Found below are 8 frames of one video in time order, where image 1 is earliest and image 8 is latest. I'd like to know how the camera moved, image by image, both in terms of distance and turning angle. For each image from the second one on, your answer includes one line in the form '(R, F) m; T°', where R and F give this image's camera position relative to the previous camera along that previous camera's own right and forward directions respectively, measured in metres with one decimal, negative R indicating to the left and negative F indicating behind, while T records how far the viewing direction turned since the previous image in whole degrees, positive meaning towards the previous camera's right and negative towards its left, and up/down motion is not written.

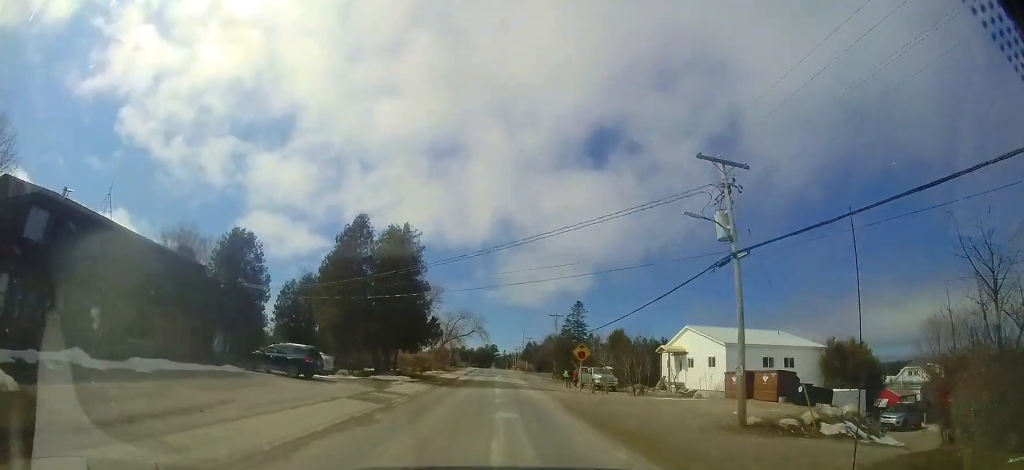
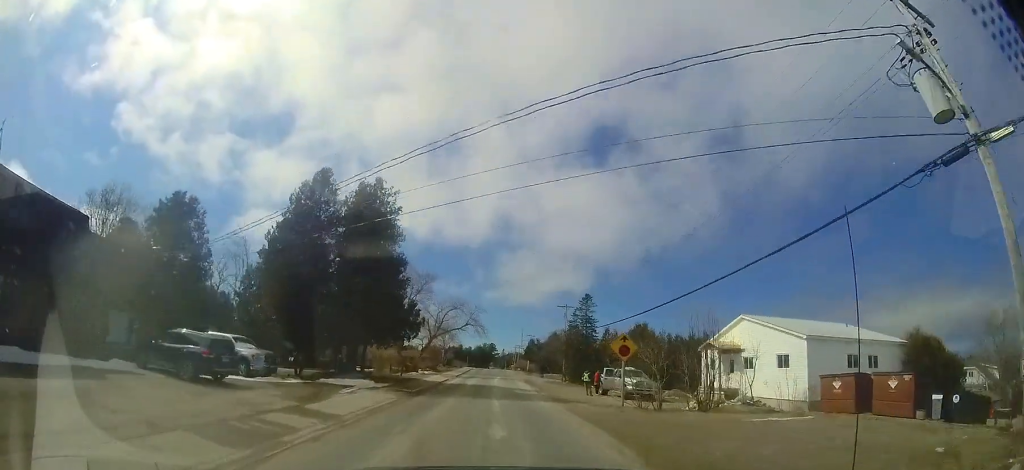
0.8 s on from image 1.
(0.0, +7.8) m; 0°
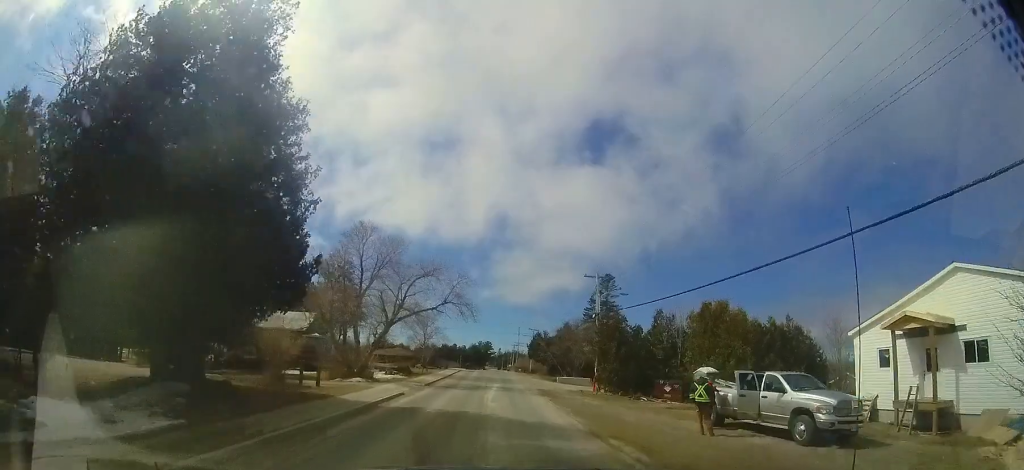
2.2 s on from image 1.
(0.0, +14.4) m; 0°
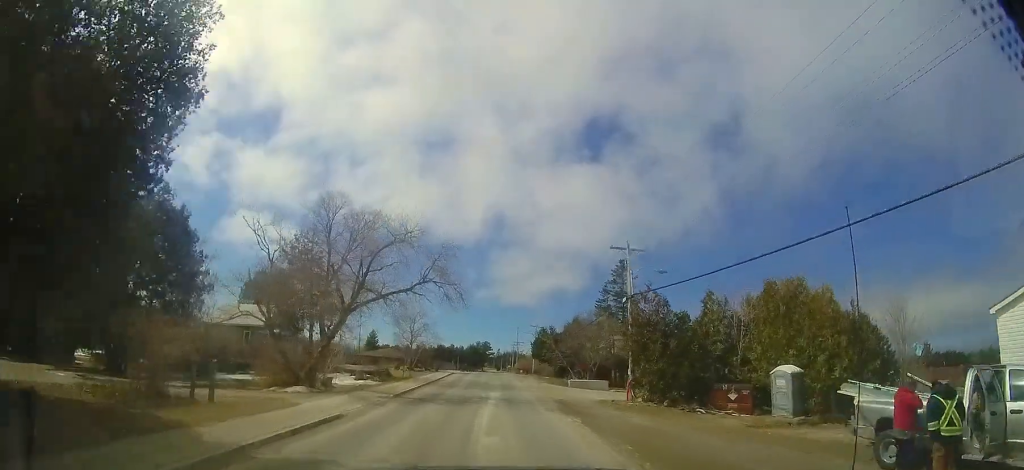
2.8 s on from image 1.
(0.0, +6.9) m; 0°
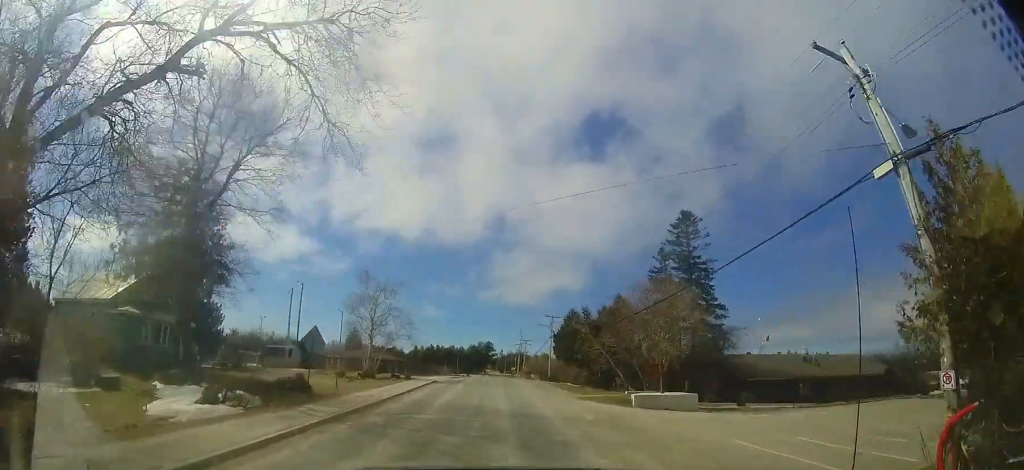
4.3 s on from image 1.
(+0.2, +15.1) m; +2°
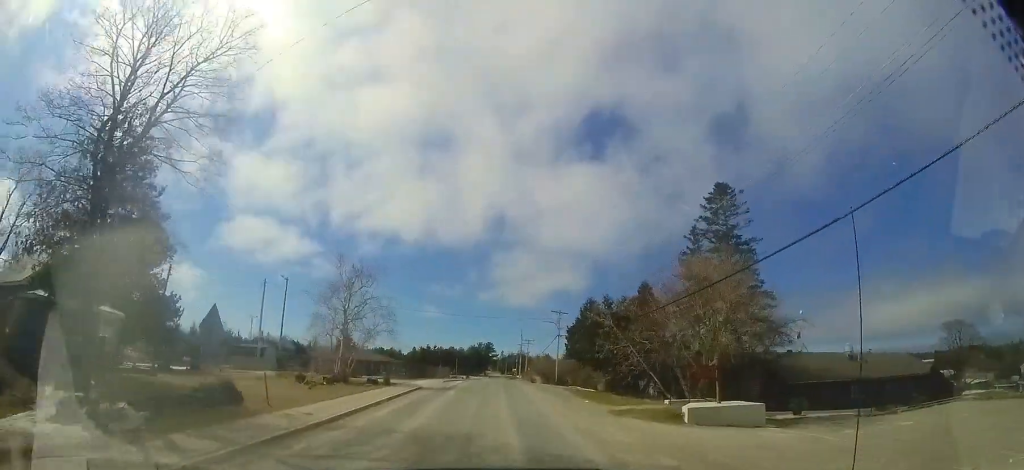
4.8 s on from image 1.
(+0.1, +5.3) m; +1°
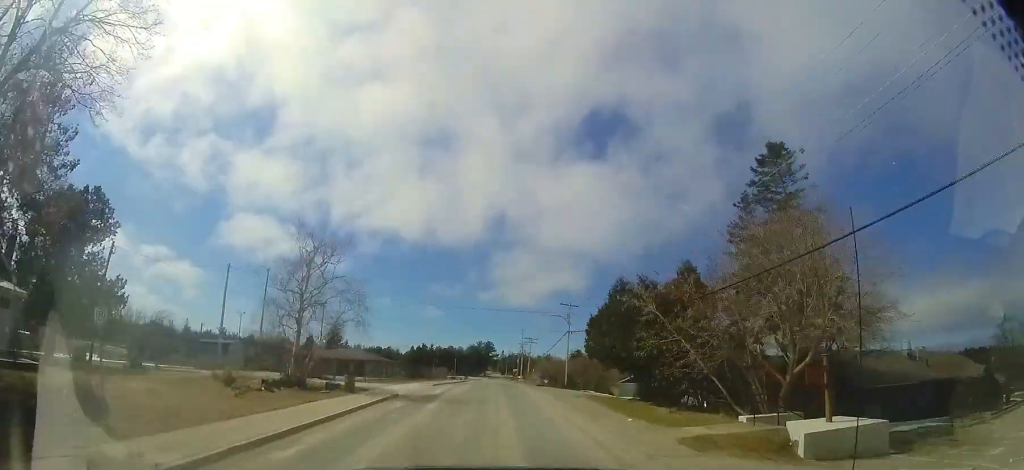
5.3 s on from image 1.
(0.0, +5.7) m; 0°
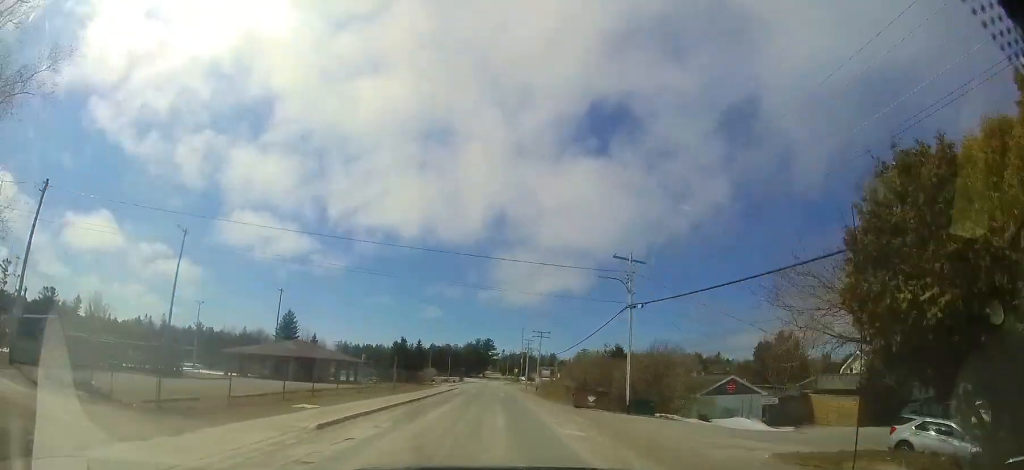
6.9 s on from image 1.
(-0.3, +17.4) m; +2°
